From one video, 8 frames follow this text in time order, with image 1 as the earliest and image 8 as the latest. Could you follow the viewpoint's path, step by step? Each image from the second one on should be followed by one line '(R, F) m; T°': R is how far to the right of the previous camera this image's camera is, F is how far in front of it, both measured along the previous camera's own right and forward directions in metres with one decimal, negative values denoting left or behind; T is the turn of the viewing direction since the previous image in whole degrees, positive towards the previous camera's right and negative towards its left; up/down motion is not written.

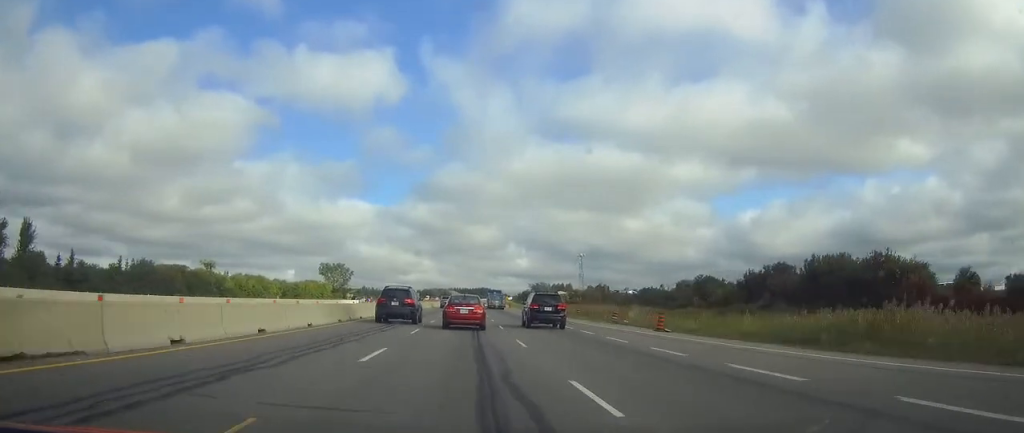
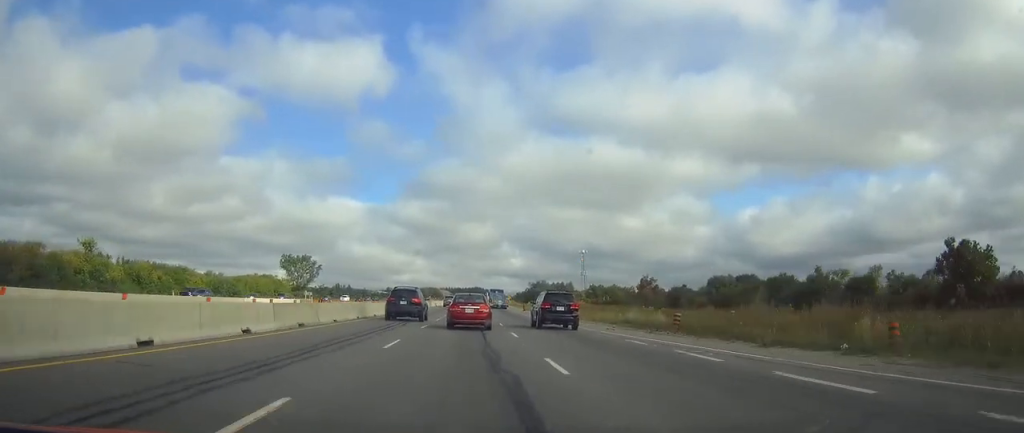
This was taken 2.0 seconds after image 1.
(+0.2, +55.4) m; 0°
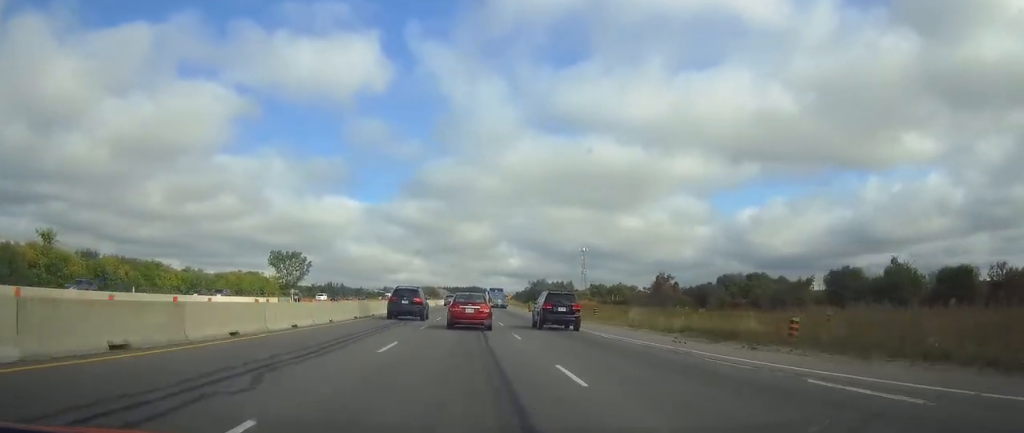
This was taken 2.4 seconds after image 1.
(0.0, +13.1) m; 0°
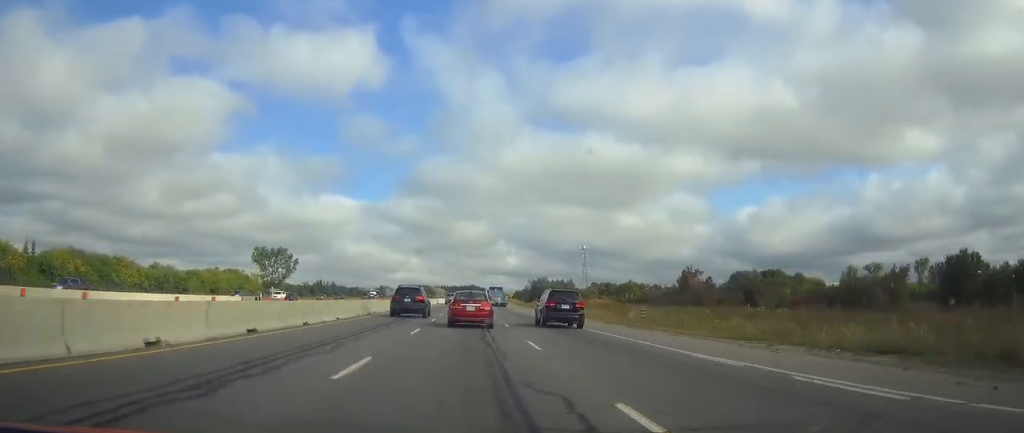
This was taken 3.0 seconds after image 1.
(0.0, +16.8) m; 0°
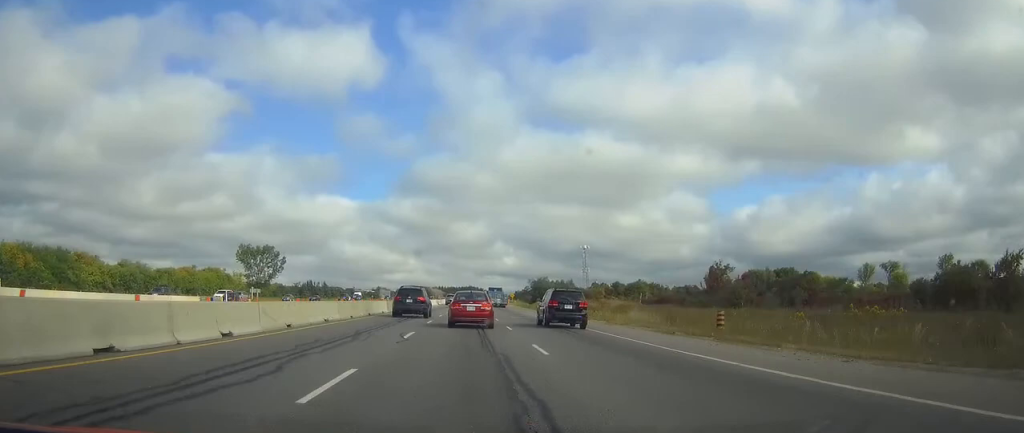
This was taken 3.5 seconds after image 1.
(0.0, +14.0) m; 0°
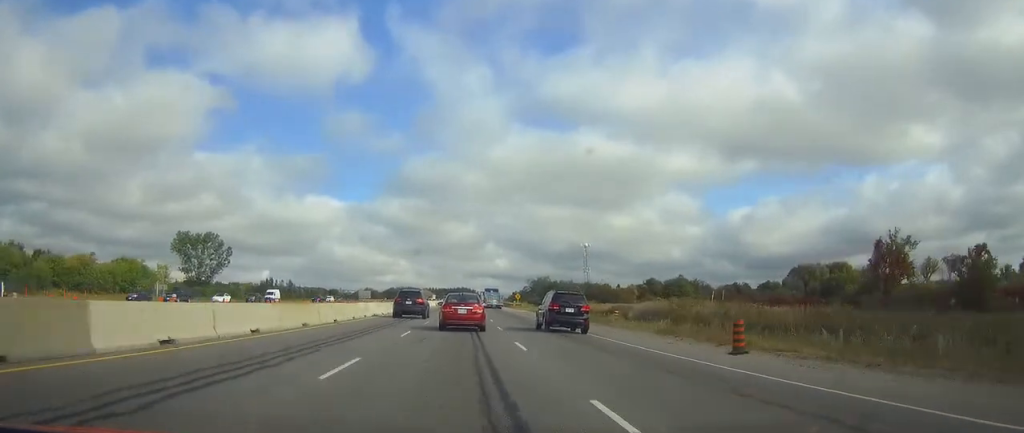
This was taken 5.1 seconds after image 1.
(+0.3, +44.9) m; +1°
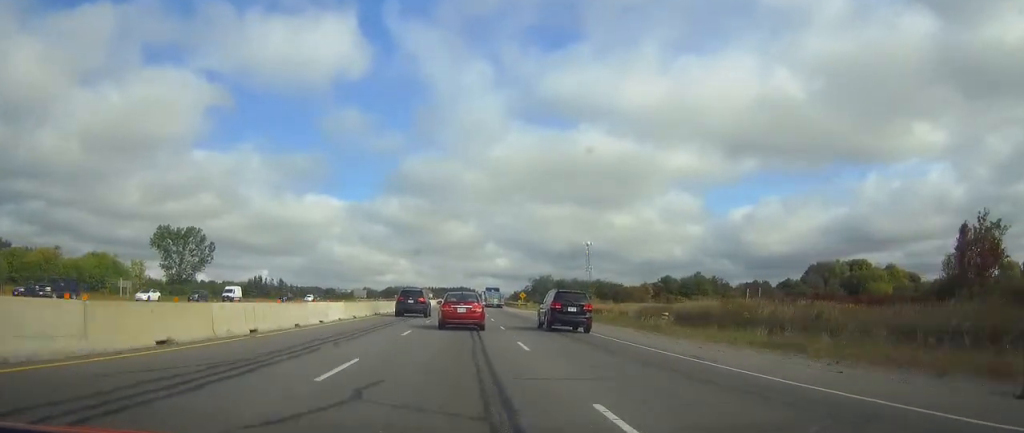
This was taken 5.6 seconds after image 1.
(0.0, +12.2) m; 0°
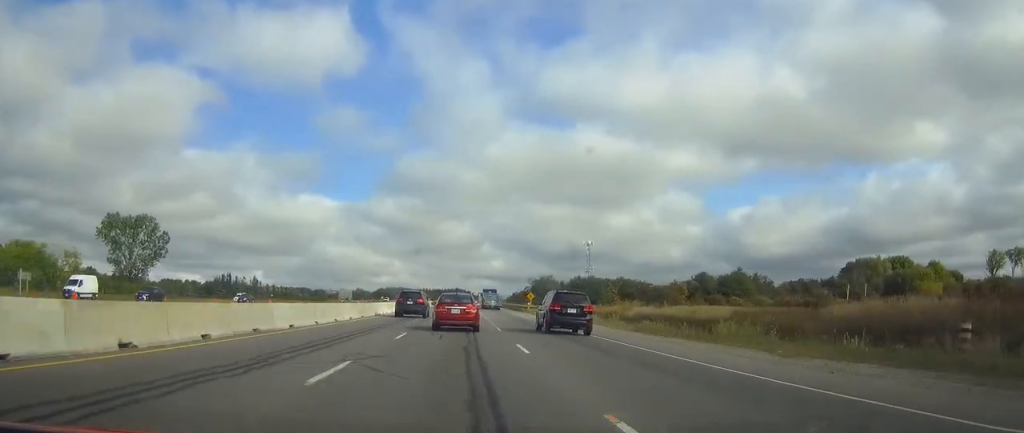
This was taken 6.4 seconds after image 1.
(+0.1, +24.4) m; 0°
